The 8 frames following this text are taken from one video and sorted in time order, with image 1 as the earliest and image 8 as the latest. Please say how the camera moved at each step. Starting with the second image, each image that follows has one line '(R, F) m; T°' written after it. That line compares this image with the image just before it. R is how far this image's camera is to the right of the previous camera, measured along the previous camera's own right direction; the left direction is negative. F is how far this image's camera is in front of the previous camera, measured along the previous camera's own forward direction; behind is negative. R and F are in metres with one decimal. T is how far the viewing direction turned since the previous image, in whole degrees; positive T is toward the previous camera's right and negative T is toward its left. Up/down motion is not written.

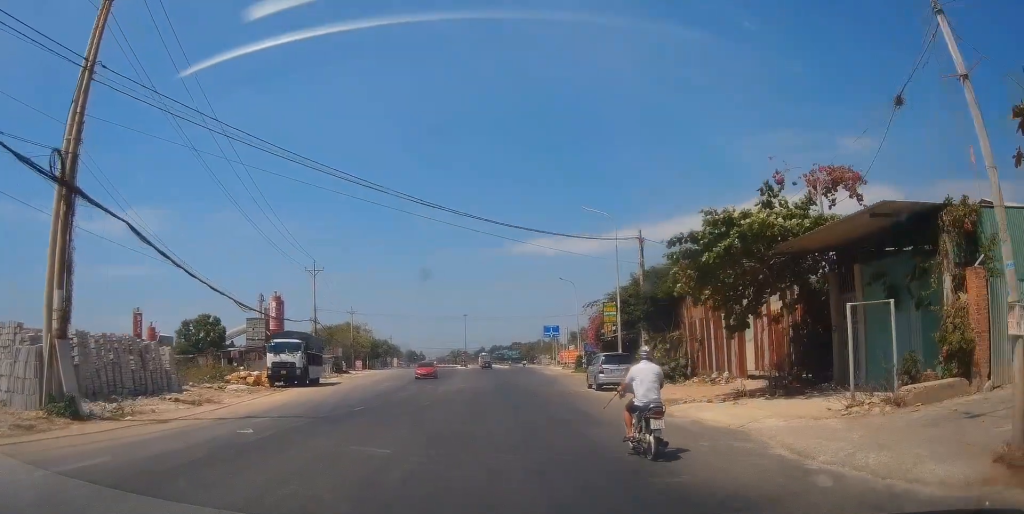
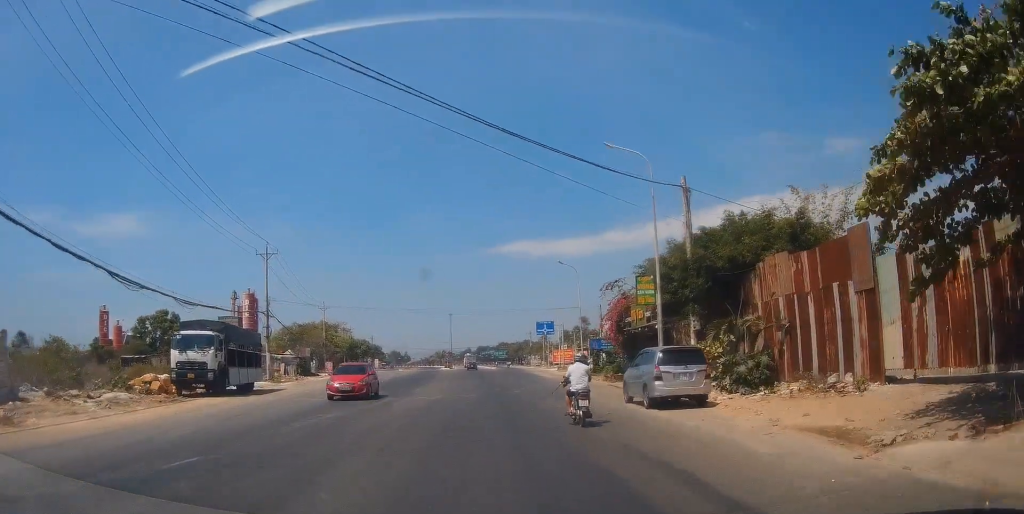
(-0.3, +12.0) m; -1°
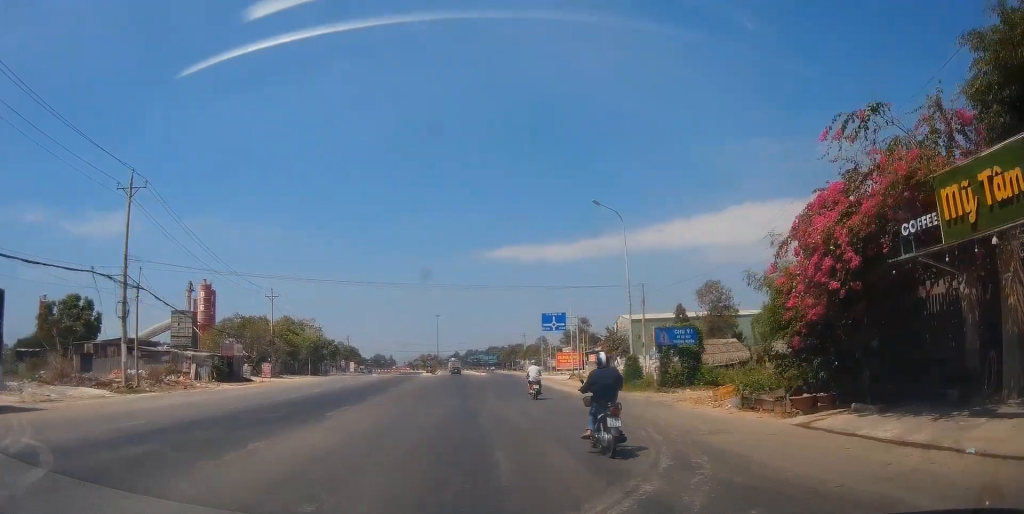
(+0.8, +24.0) m; +3°
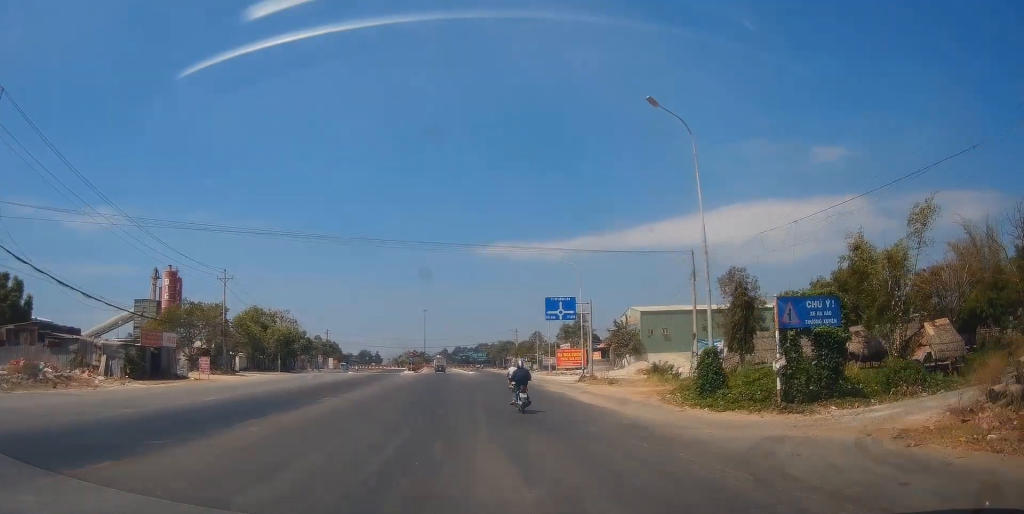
(+0.2, +14.4) m; +1°
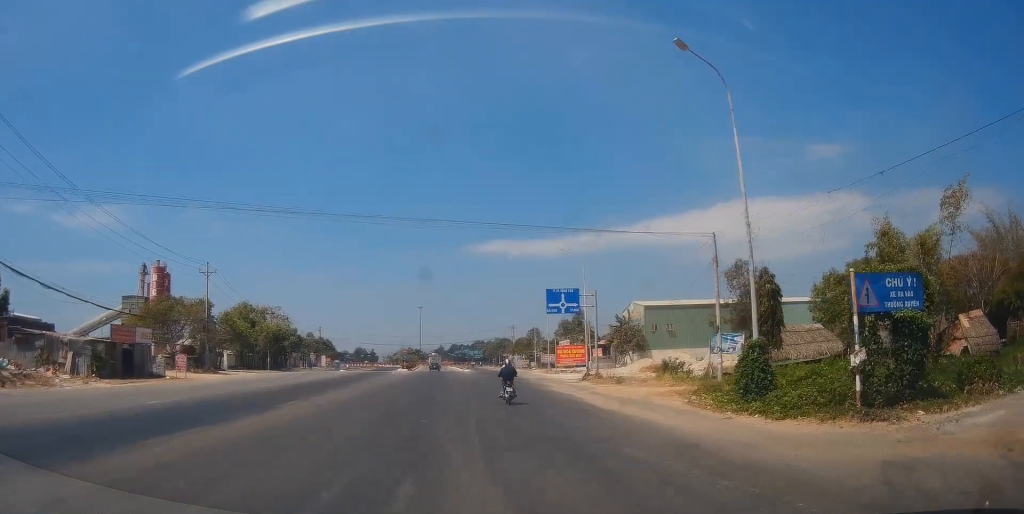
(+0.1, +4.3) m; 0°
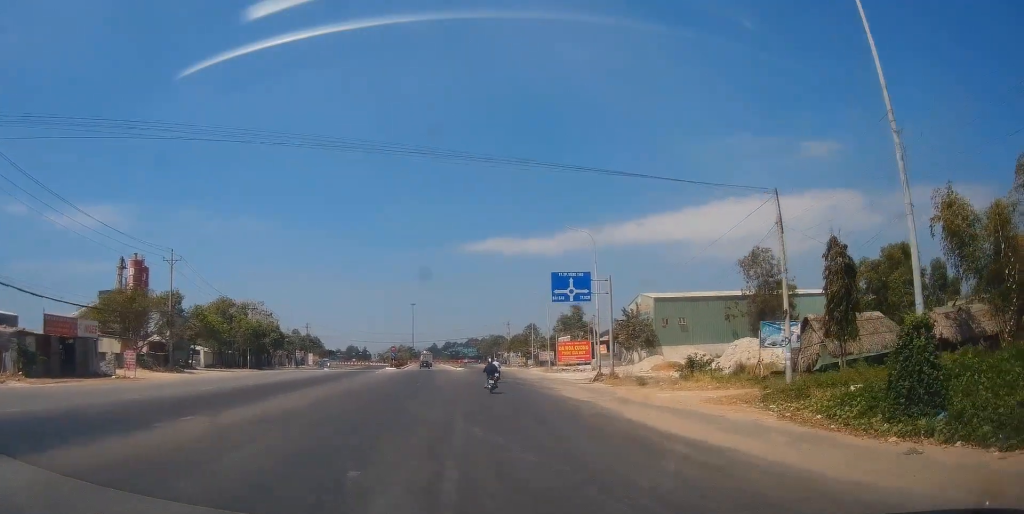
(-0.1, +8.1) m; -1°
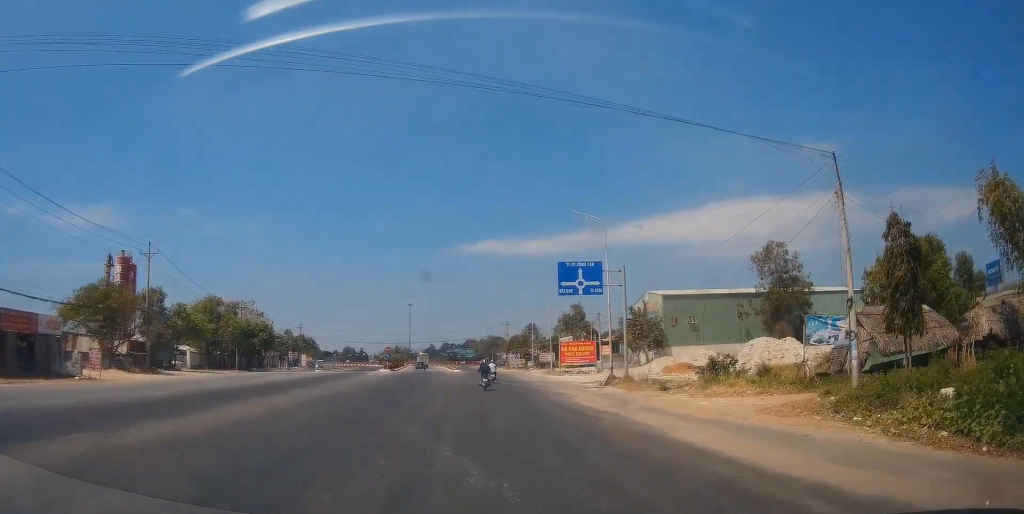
(0.0, +4.7) m; 0°
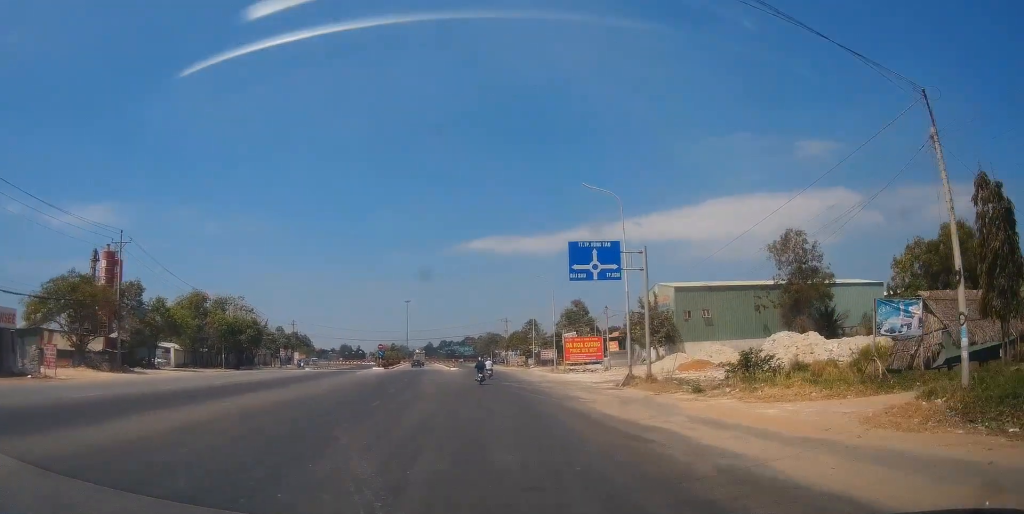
(0.0, +5.0) m; 0°
